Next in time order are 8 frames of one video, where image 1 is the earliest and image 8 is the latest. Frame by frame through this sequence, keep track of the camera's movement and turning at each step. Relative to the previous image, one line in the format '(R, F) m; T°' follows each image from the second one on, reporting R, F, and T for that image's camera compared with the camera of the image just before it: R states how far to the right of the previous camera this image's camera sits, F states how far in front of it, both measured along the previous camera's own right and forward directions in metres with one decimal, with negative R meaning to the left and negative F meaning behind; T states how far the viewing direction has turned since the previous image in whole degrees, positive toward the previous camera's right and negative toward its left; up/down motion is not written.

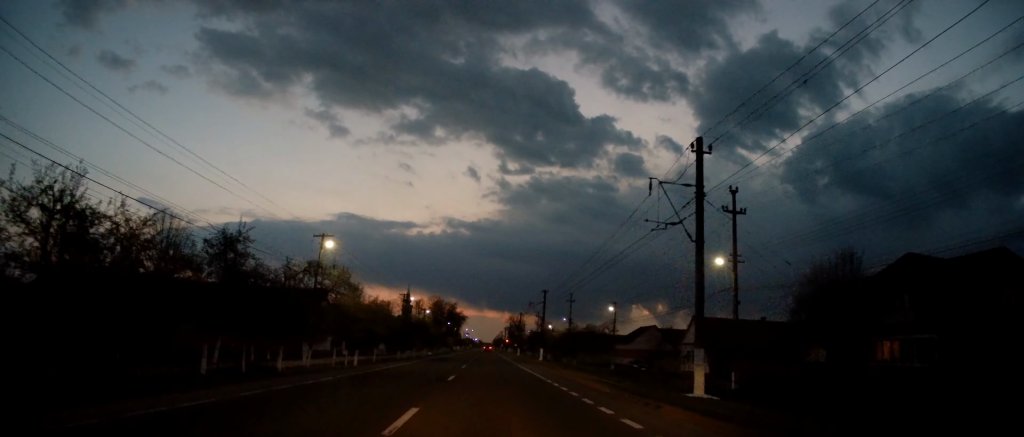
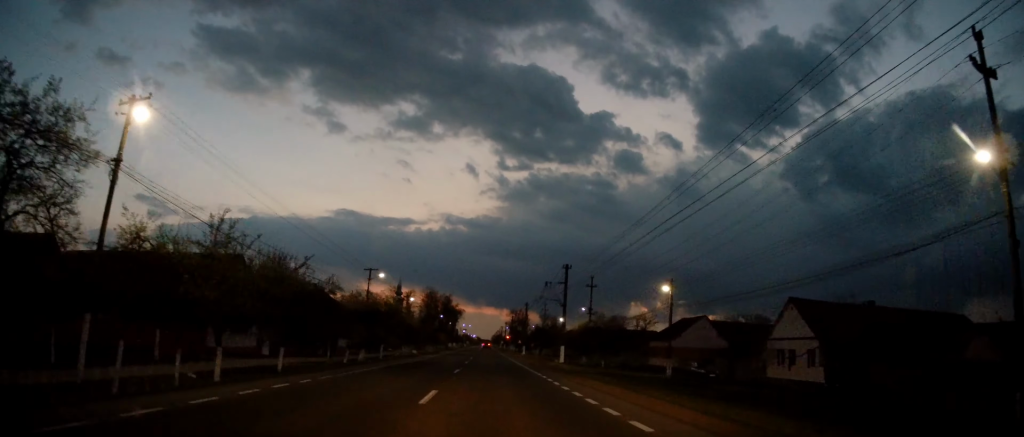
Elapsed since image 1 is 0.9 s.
(0.0, +19.7) m; 0°
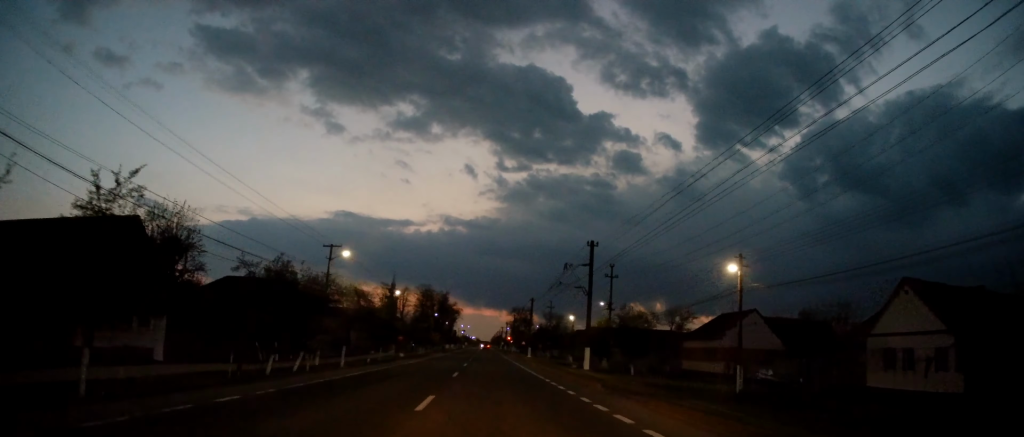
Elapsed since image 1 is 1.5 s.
(0.0, +12.4) m; 0°
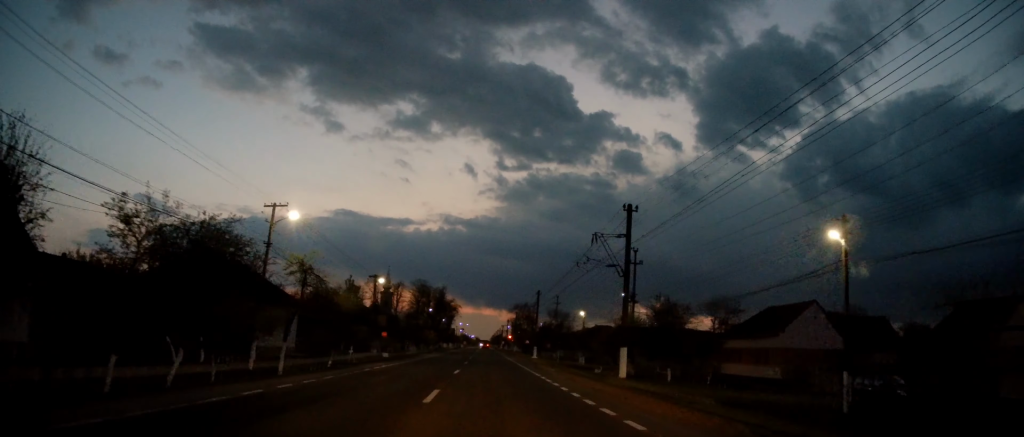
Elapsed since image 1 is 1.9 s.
(0.0, +10.3) m; 0°
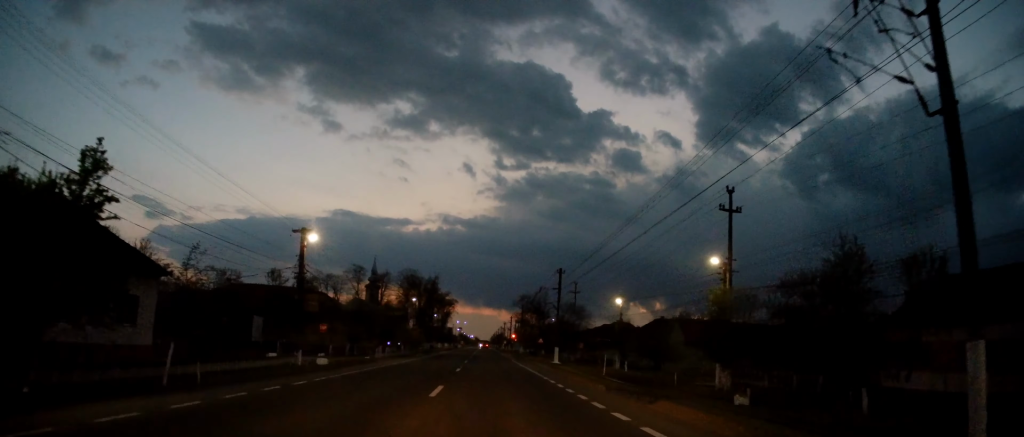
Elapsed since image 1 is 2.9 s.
(0.0, +22.1) m; 0°
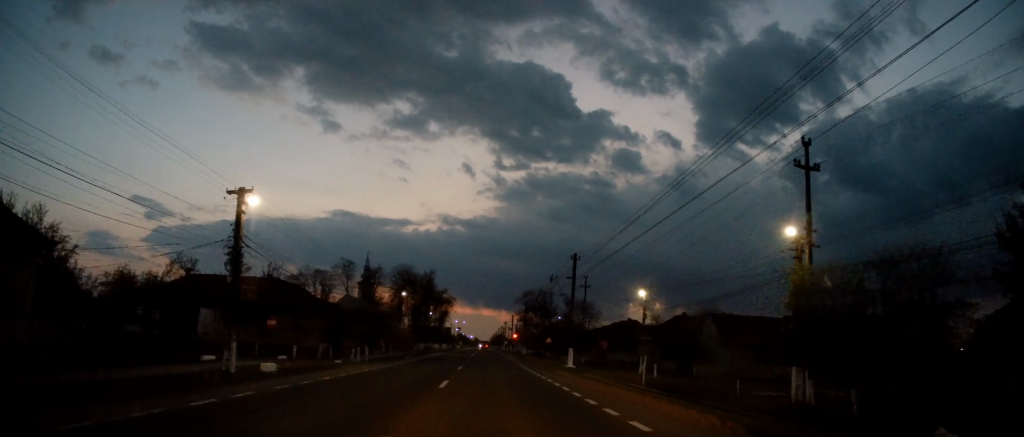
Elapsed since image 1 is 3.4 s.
(0.0, +9.6) m; 0°
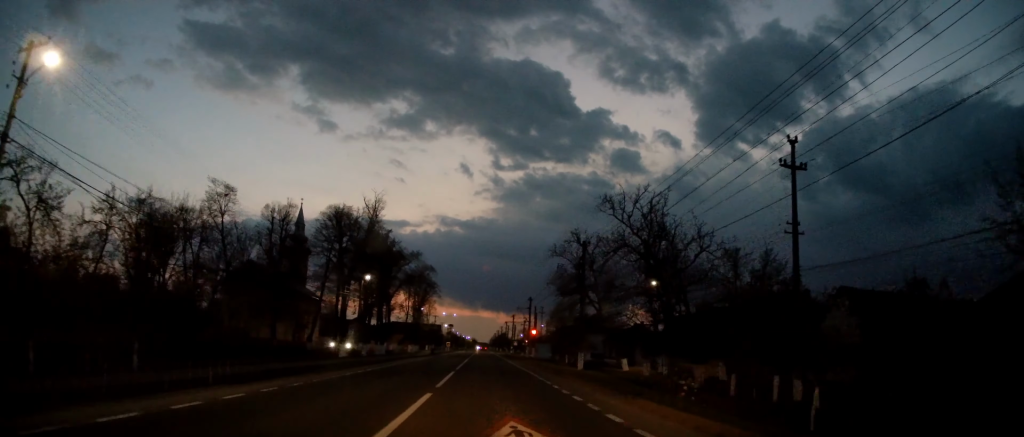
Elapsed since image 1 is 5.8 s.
(+1.1, +54.6) m; +1°
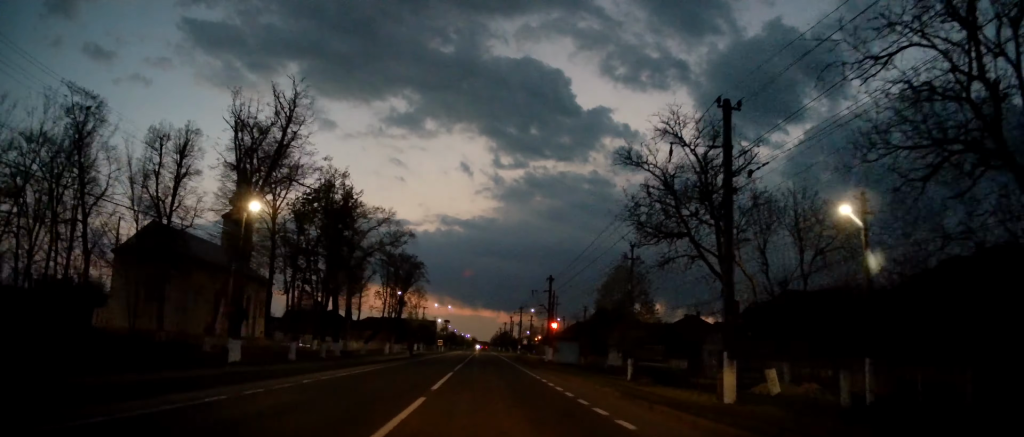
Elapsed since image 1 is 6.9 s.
(-0.6, +24.1) m; -1°
